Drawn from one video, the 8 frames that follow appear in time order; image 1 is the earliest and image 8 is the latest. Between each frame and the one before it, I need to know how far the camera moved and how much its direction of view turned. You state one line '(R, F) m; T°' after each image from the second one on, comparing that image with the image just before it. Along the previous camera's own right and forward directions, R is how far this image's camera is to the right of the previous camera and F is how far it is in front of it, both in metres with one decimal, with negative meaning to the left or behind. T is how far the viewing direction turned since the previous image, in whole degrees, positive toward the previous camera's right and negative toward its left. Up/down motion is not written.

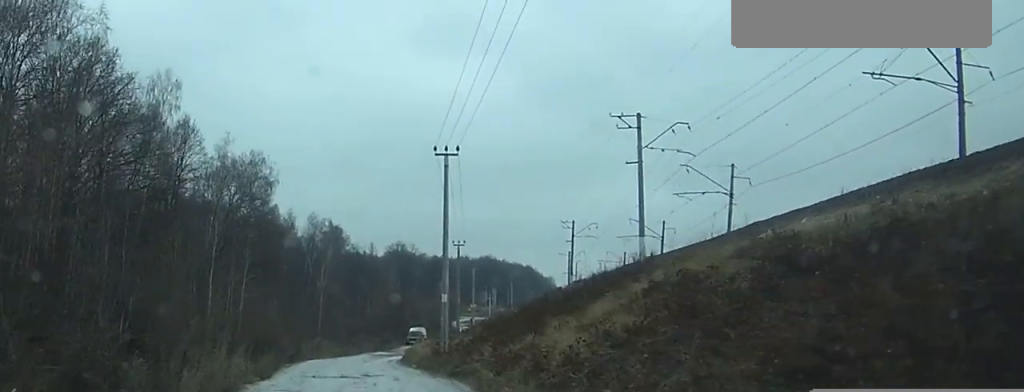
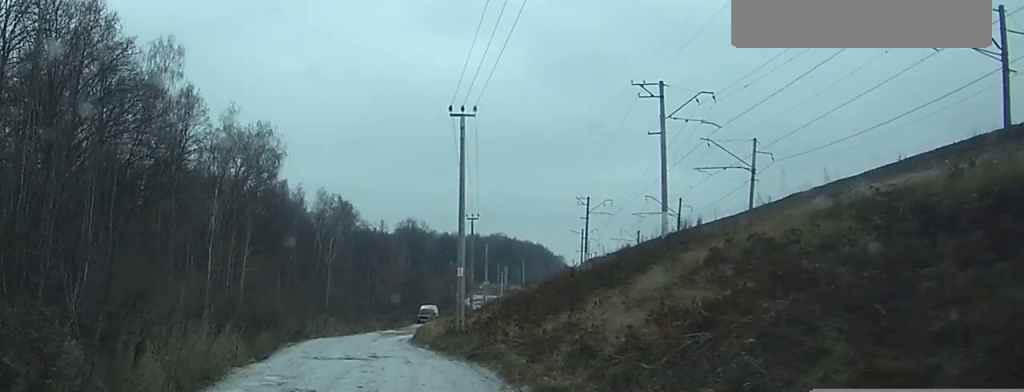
(0.0, +2.8) m; +1°
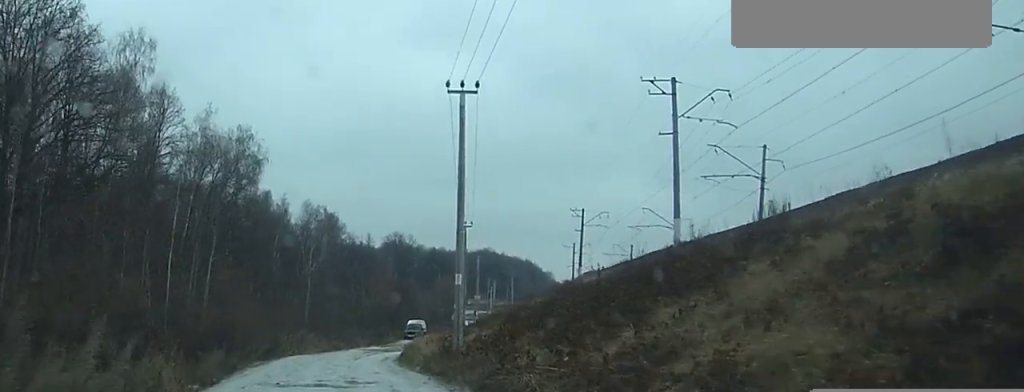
(+0.1, +5.2) m; -1°
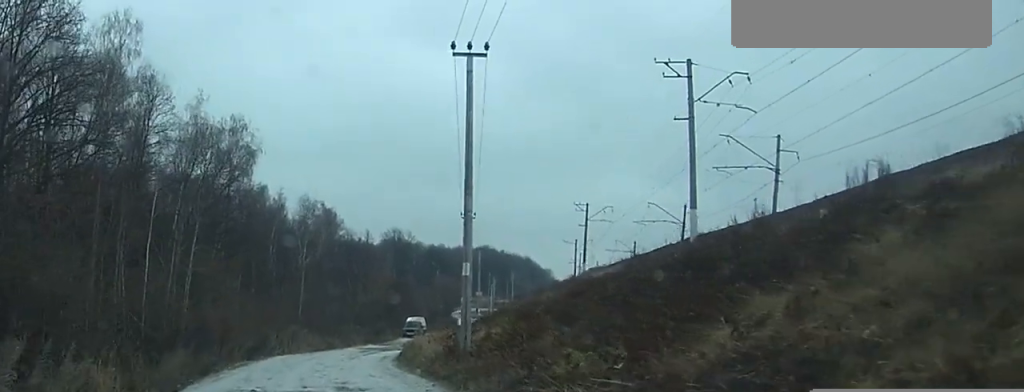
(-0.1, +3.2) m; -1°
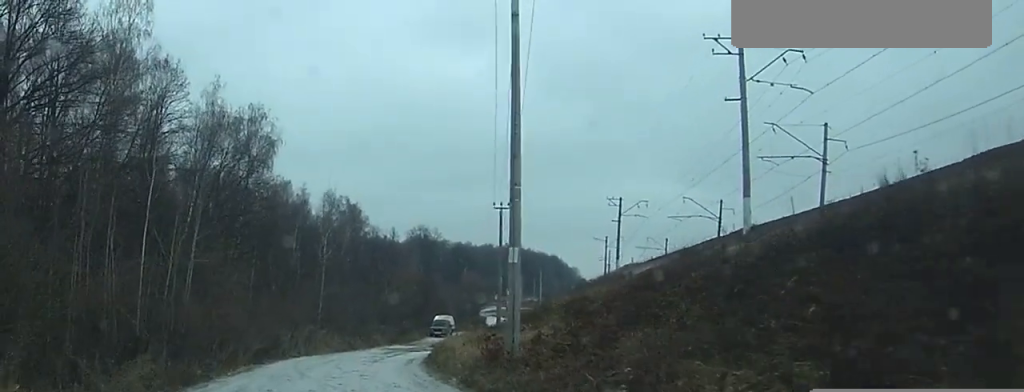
(-0.1, +4.1) m; -1°
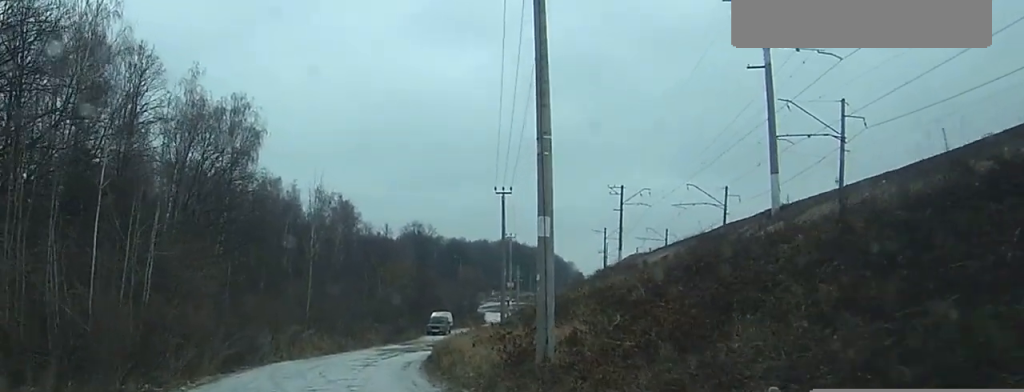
(0.0, +4.8) m; 0°
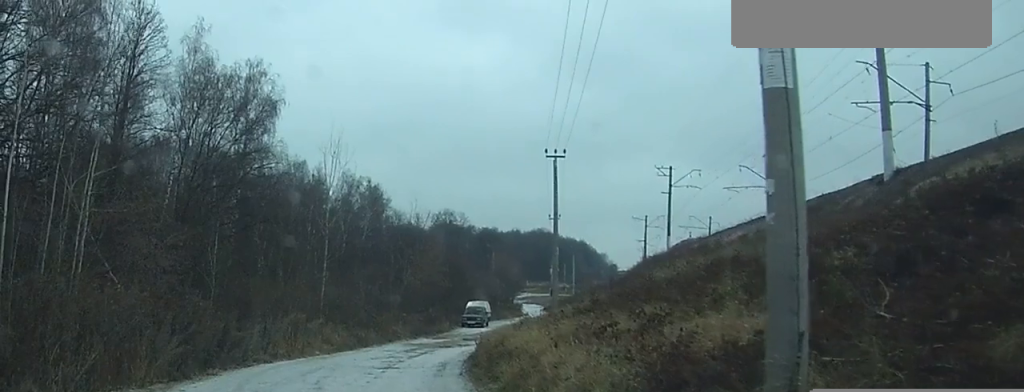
(+0.1, +9.3) m; -3°
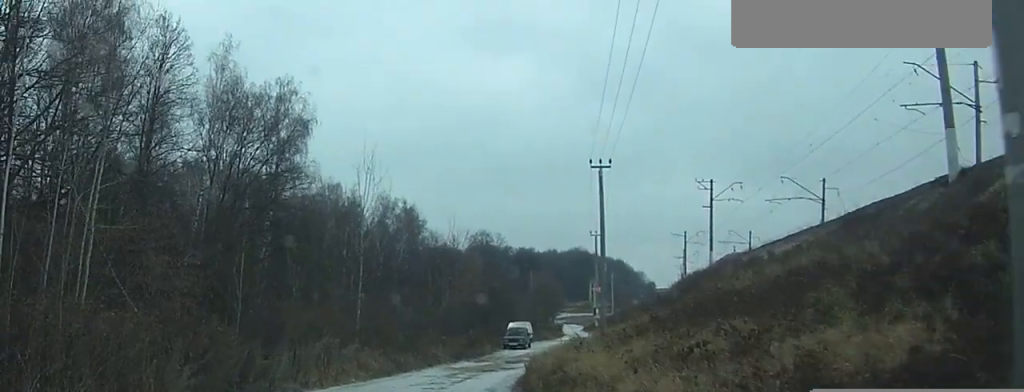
(-0.2, +2.5) m; -2°
